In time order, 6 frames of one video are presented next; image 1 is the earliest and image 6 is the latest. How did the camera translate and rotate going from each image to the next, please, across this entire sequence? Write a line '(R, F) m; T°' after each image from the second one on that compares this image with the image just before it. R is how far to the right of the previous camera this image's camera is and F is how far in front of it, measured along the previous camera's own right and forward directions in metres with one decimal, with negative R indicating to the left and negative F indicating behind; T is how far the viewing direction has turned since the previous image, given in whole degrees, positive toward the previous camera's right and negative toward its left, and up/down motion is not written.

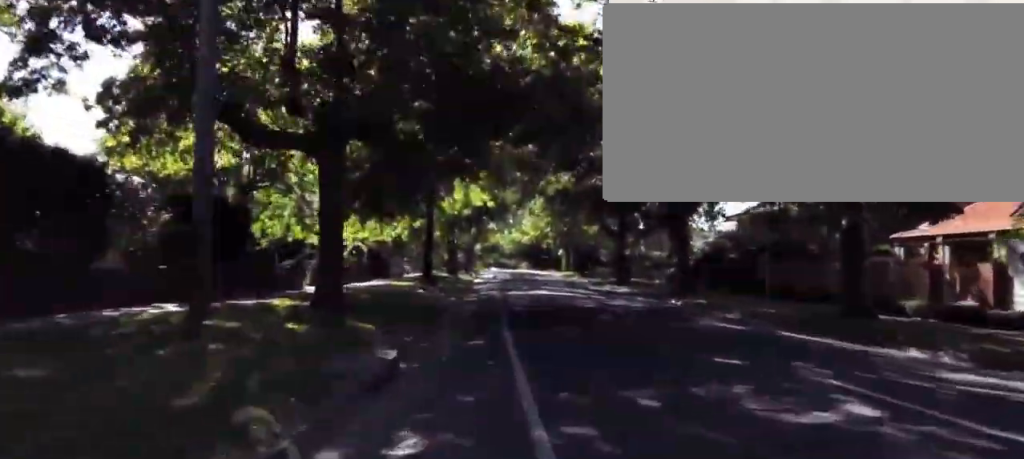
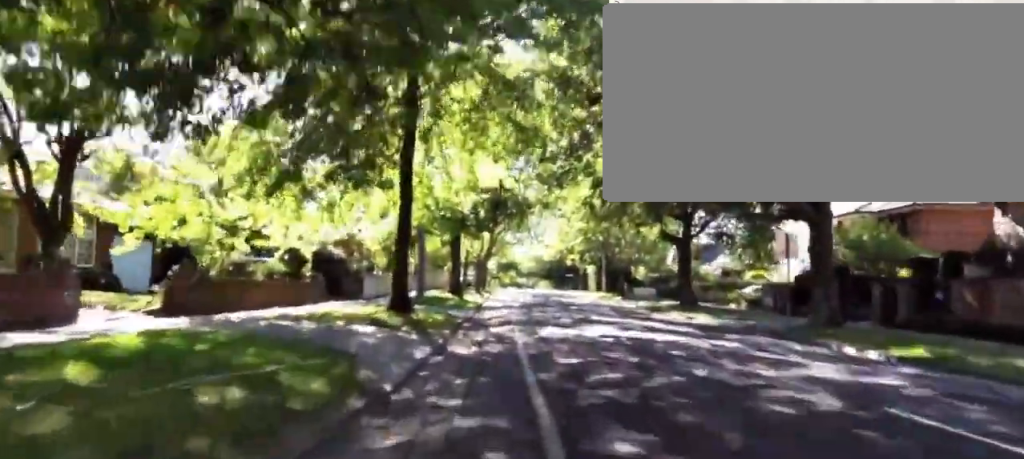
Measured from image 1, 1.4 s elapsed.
(0.0, +12.5) m; +4°
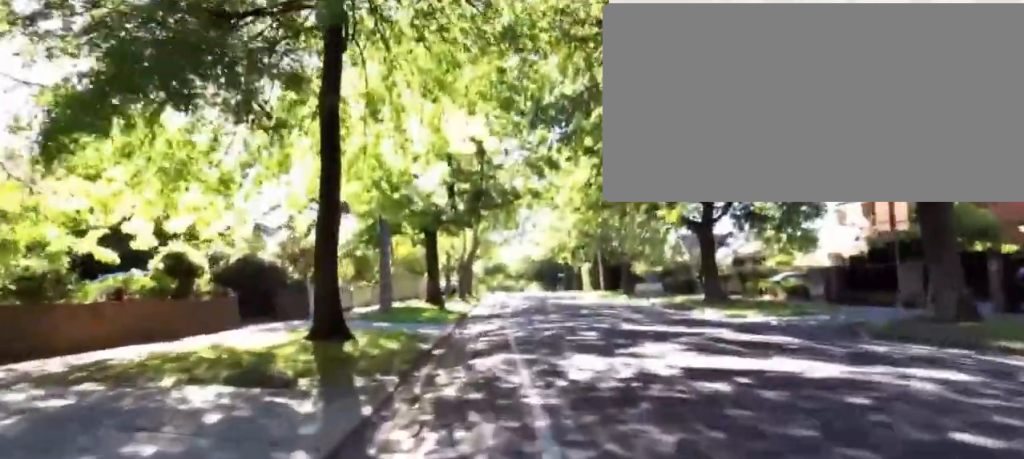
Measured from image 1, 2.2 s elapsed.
(0.0, +5.8) m; +6°
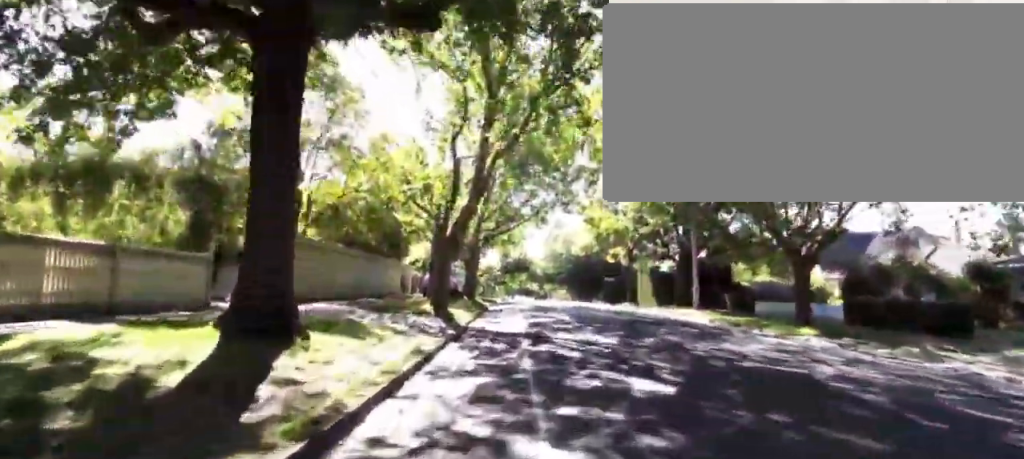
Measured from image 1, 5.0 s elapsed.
(-1.0, +23.6) m; -8°
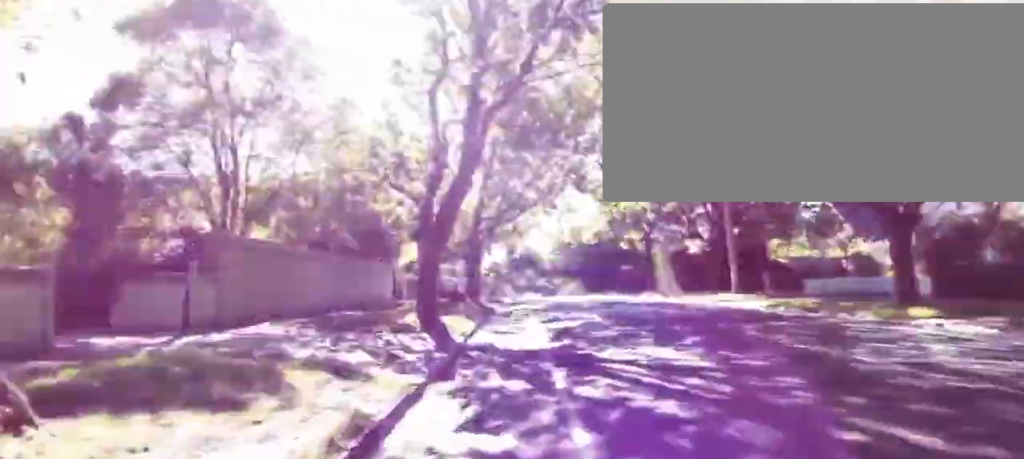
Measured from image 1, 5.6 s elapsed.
(-0.1, +5.1) m; -1°
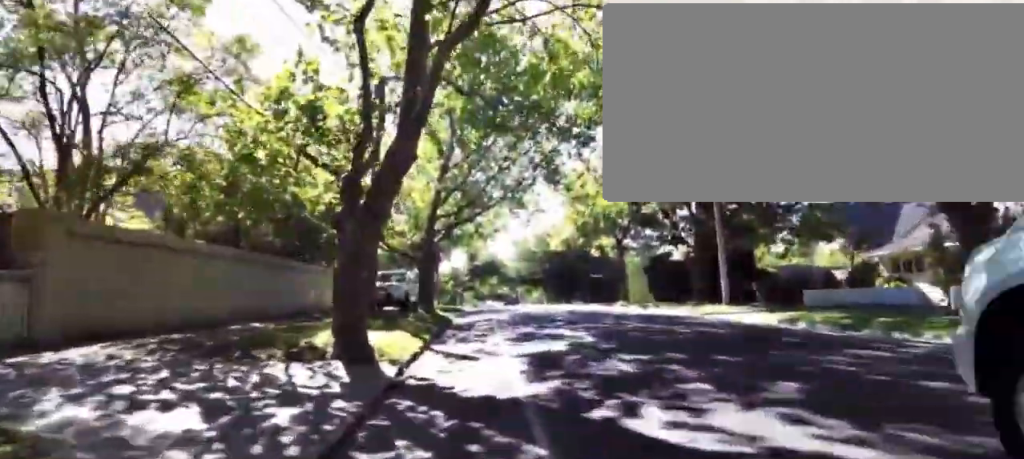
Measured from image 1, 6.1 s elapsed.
(0.0, +4.2) m; 0°
